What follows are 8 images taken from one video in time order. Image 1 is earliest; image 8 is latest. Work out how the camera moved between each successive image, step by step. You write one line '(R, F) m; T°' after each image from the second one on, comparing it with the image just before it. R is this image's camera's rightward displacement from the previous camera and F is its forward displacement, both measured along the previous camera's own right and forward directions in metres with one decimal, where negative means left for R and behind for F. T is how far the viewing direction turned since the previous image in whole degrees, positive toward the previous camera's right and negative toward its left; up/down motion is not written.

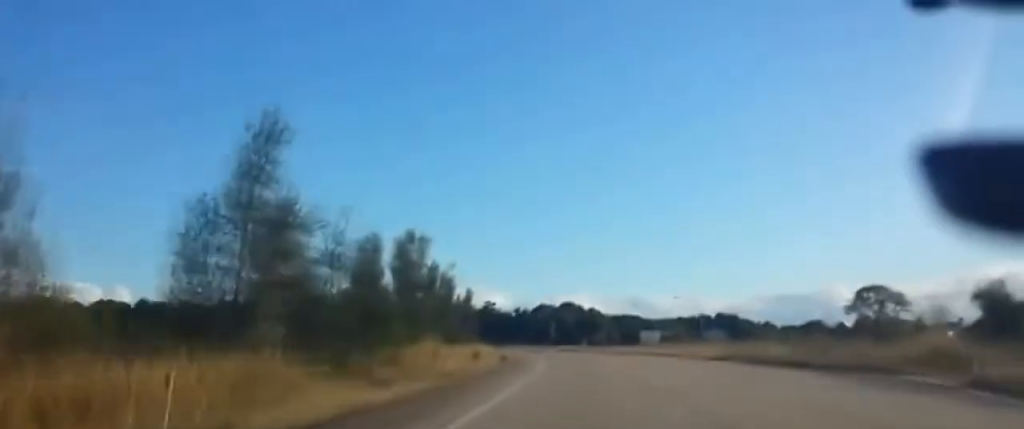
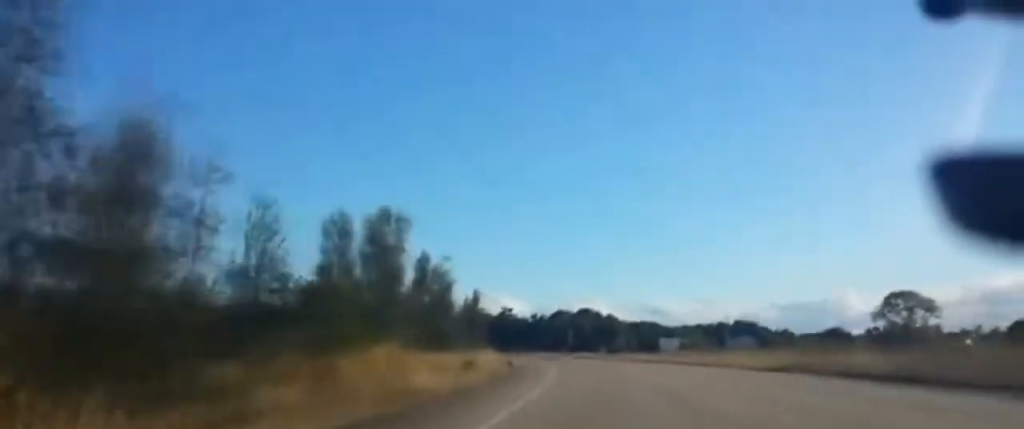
(0.0, +14.2) m; 0°
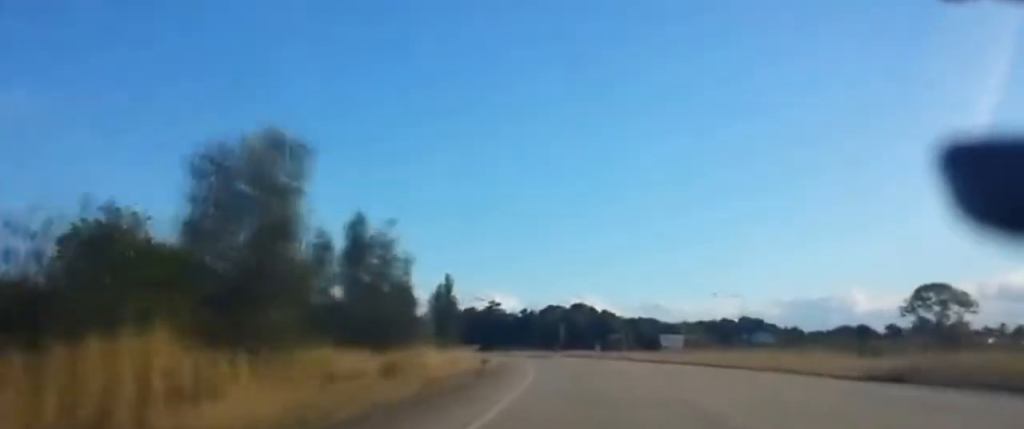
(+0.1, +16.2) m; 0°
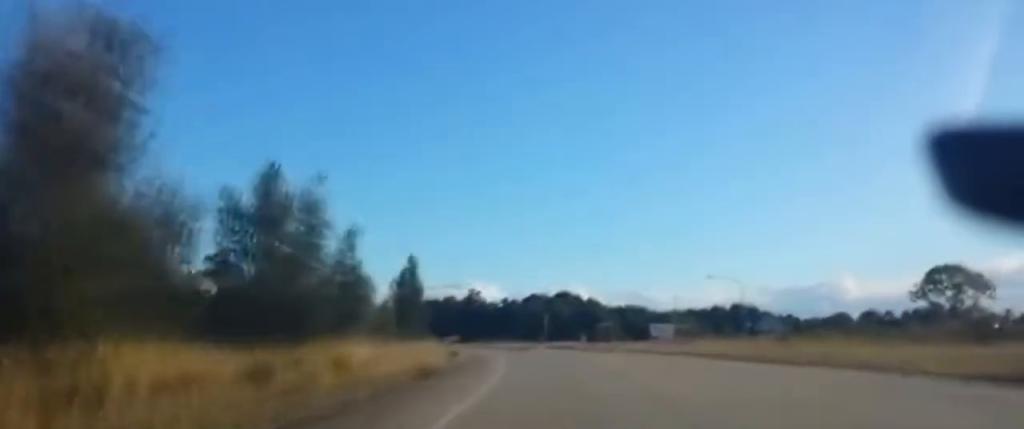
(-0.1, +12.1) m; 0°
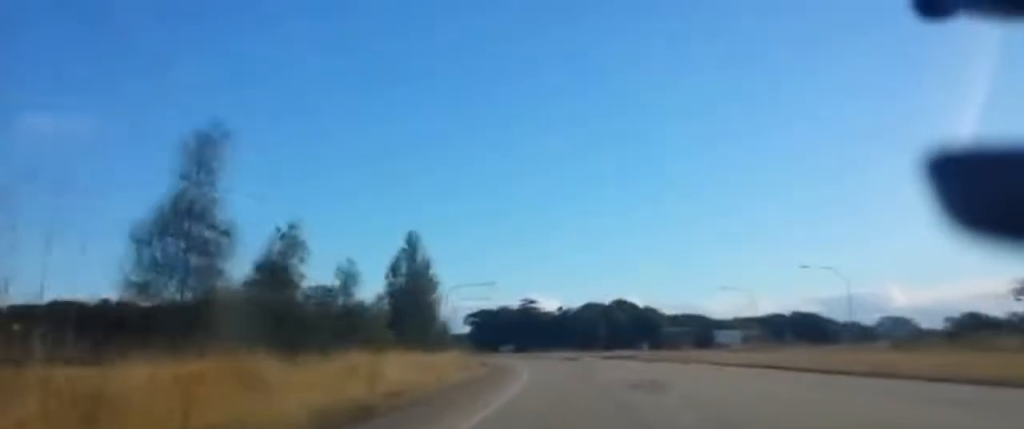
(-0.5, +32.4) m; -2°
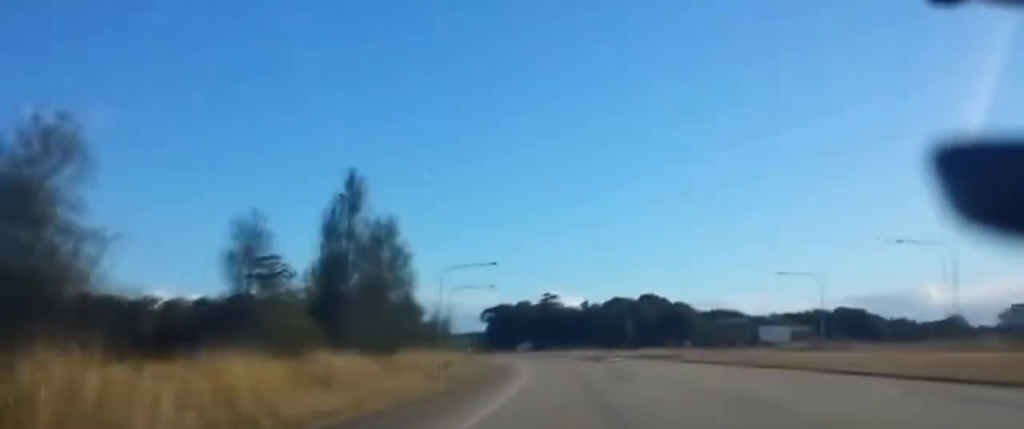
(0.0, +20.2) m; -1°
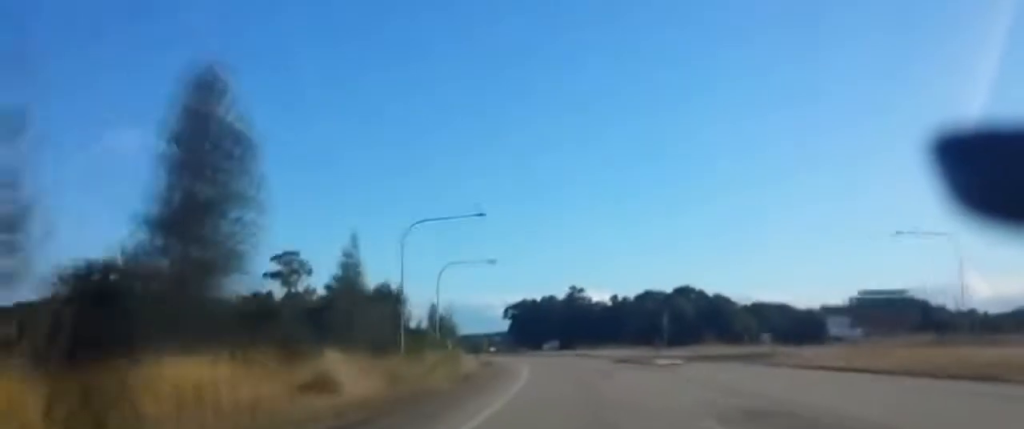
(-0.9, +33.3) m; -2°
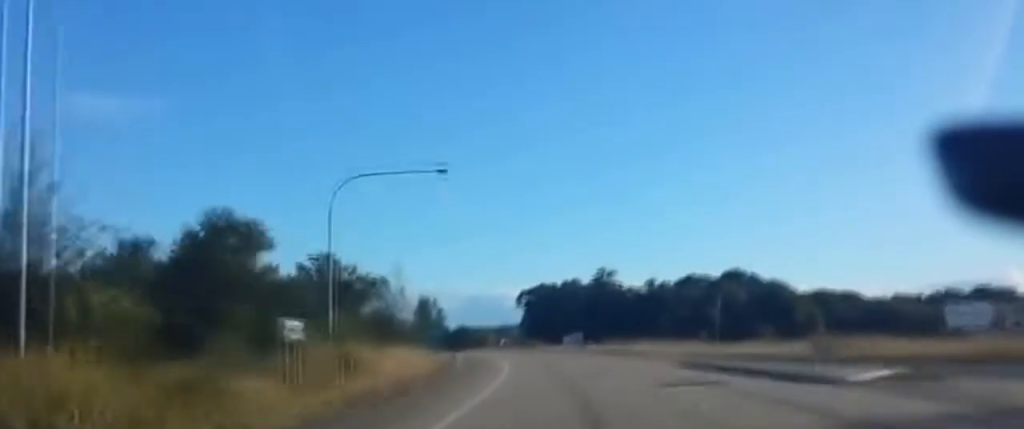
(-0.5, +39.6) m; -2°
